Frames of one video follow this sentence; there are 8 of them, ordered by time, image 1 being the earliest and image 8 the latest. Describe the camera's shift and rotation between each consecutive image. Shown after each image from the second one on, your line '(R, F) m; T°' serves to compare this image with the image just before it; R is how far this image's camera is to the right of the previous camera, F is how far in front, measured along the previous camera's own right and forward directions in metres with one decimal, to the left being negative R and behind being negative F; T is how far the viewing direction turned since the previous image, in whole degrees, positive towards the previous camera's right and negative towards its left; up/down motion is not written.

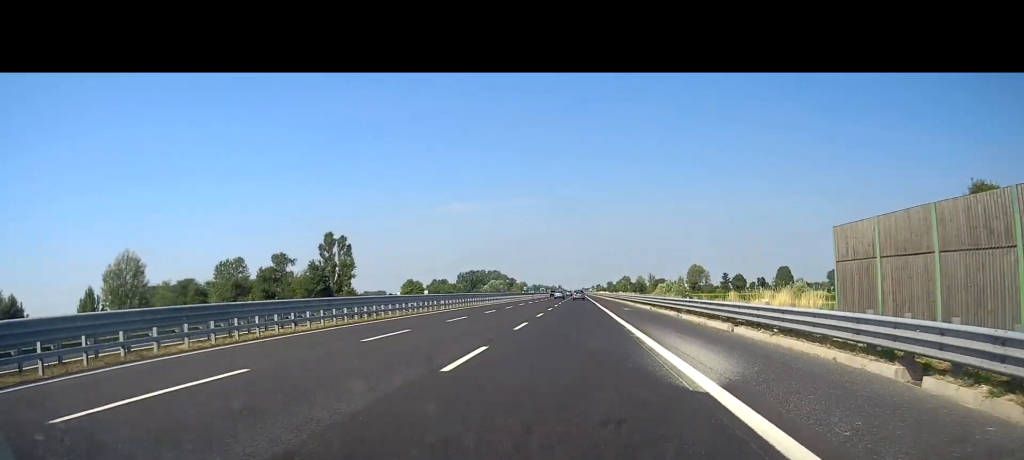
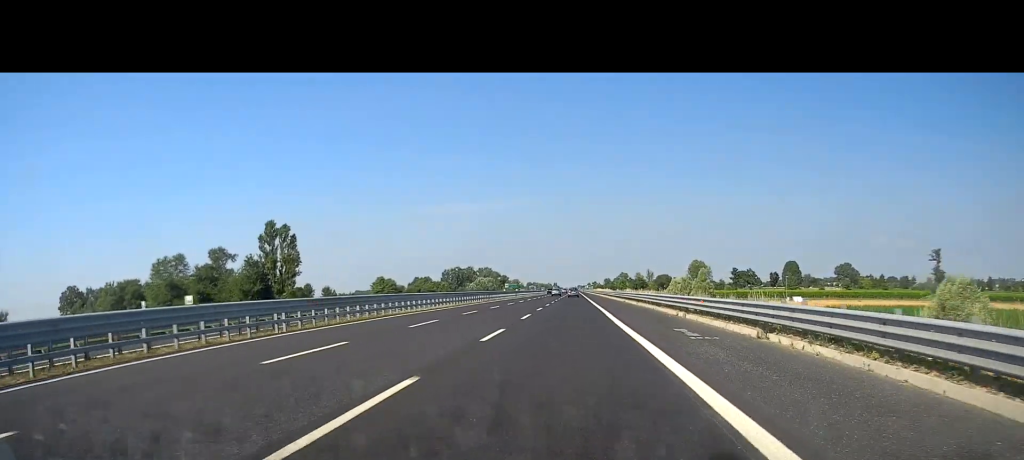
(-0.1, +28.2) m; 0°
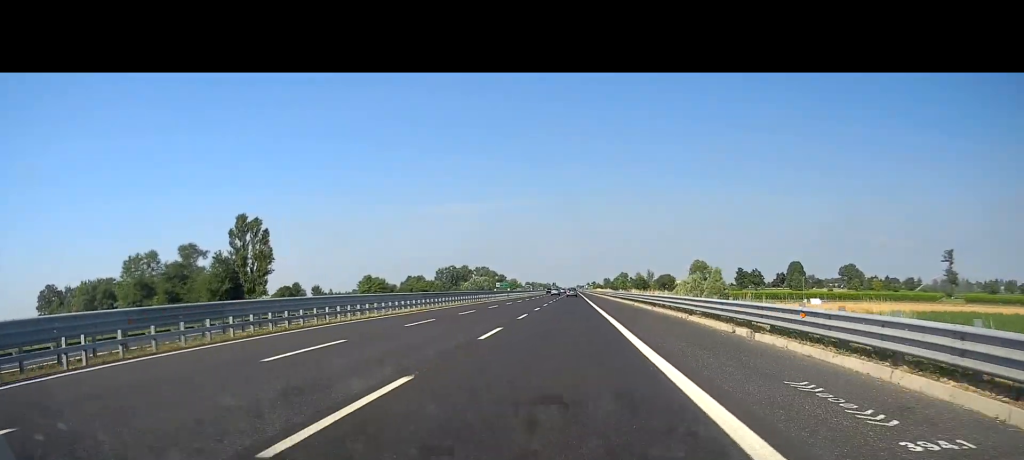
(0.0, +11.5) m; 0°
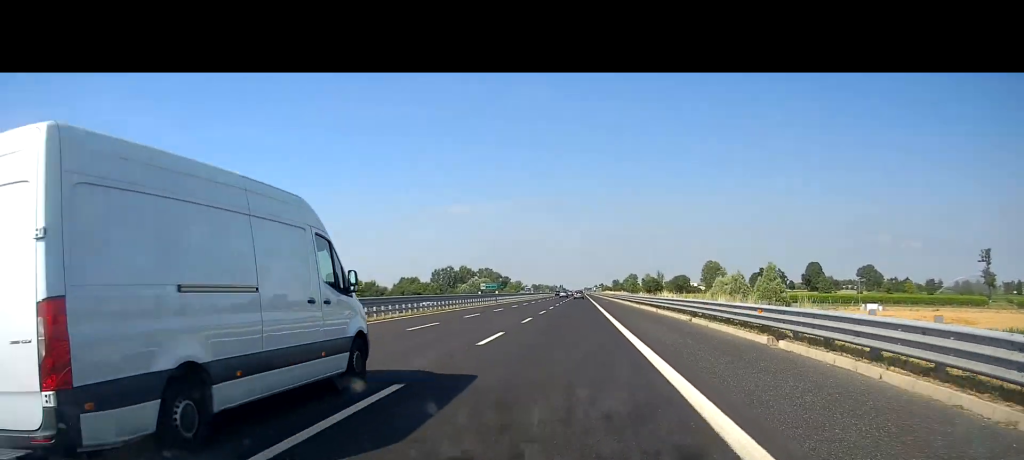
(+0.1, +23.8) m; 0°
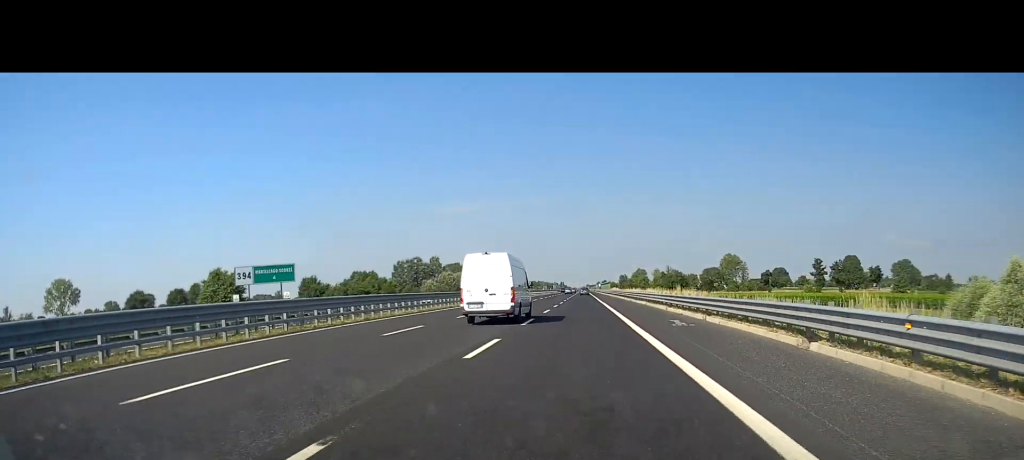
(+0.4, +61.5) m; 0°
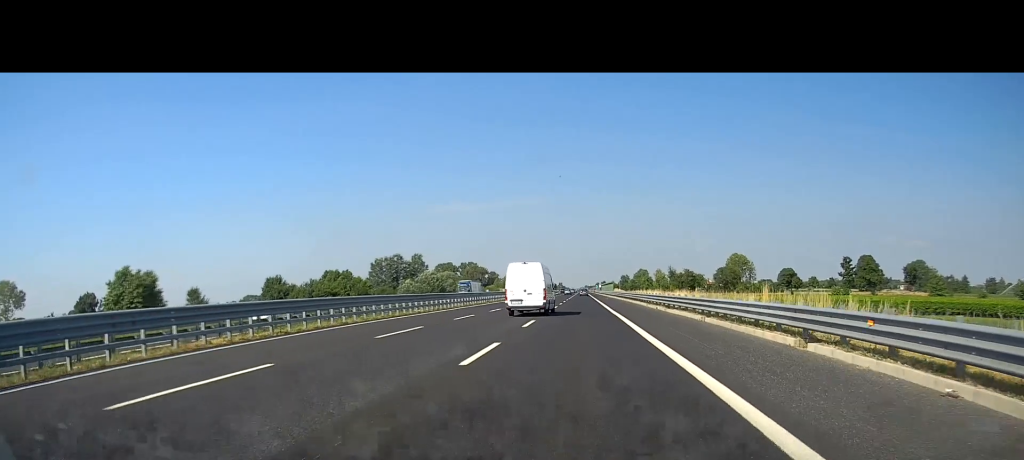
(-0.1, +23.7) m; 0°
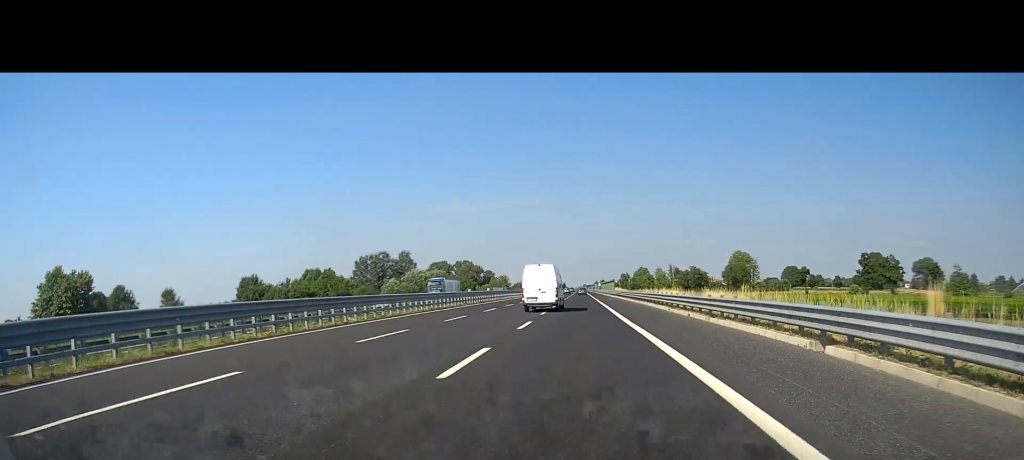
(0.0, +13.2) m; 0°
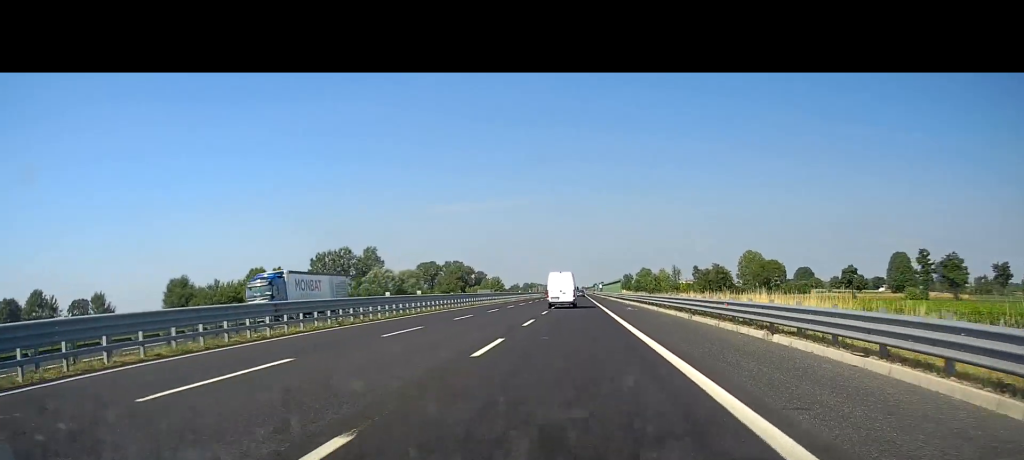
(+0.1, +31.7) m; +1°
